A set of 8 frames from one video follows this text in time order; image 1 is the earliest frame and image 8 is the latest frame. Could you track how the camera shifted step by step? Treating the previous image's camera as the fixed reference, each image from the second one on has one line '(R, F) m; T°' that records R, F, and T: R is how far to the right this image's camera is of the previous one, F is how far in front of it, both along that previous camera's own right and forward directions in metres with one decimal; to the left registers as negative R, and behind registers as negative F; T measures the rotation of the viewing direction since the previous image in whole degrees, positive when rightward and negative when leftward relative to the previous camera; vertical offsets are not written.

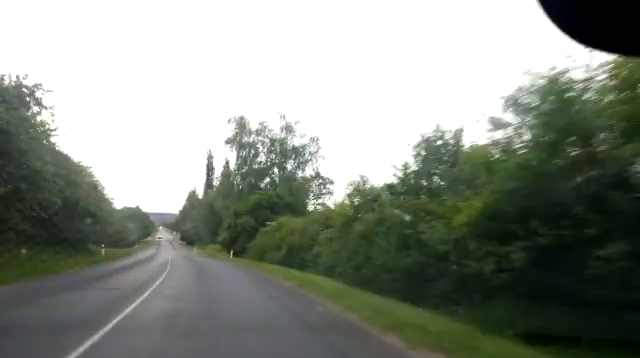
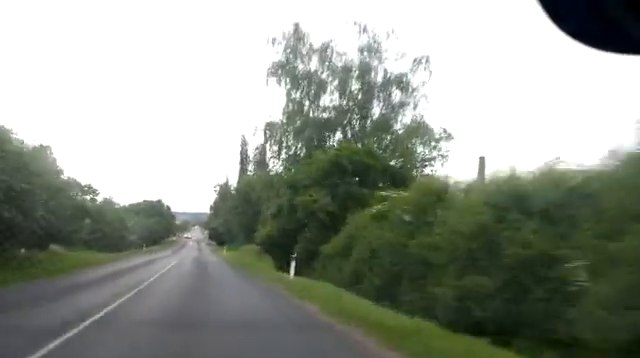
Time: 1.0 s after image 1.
(-0.5, +21.2) m; -1°
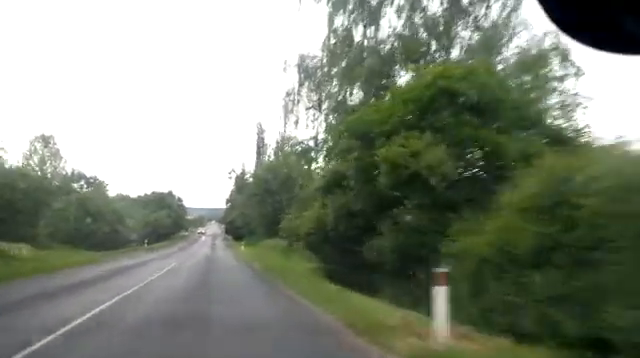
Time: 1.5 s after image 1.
(0.0, +9.9) m; +1°
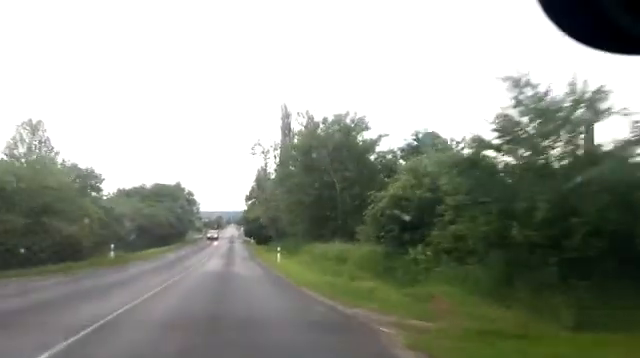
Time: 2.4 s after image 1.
(+0.2, +19.2) m; -1°
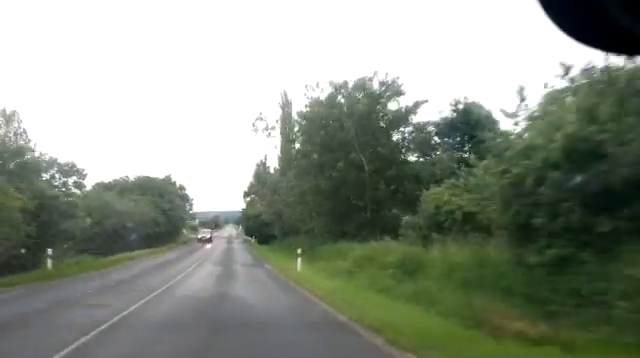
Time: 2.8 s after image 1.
(+0.1, +8.5) m; -1°
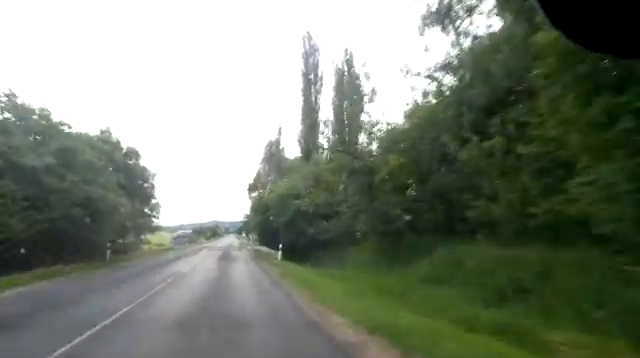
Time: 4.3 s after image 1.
(-0.9, +31.4) m; -1°
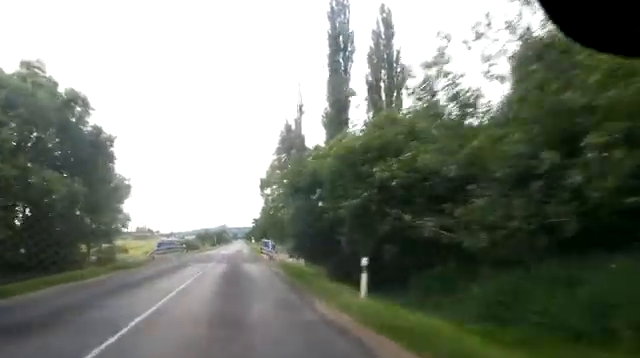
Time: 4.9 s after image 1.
(0.0, +13.5) m; 0°
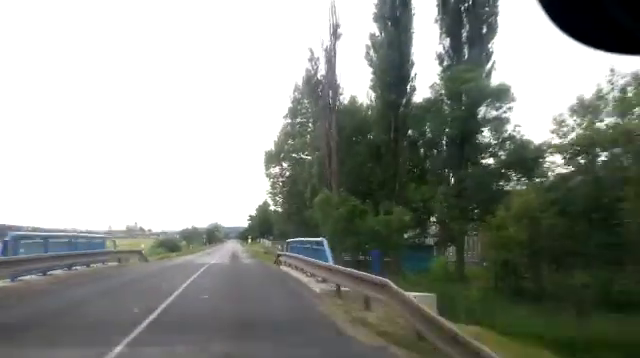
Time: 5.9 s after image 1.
(-0.1, +18.7) m; 0°
